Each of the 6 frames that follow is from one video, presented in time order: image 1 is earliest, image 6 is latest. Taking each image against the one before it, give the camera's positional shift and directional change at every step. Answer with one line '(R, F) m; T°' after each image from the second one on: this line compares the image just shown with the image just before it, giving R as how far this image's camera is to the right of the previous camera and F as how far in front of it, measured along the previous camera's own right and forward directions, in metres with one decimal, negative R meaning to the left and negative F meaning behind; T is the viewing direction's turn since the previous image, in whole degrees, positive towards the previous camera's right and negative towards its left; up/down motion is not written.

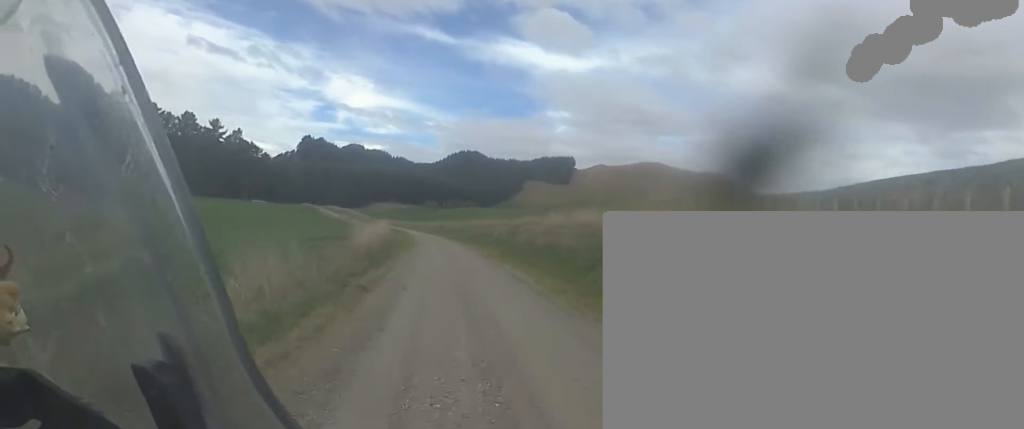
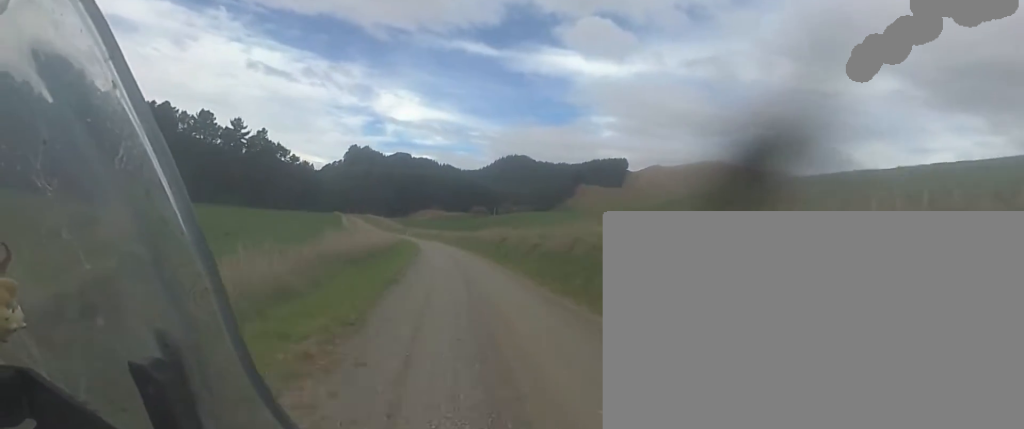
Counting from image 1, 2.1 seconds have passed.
(-2.5, +35.1) m; -5°
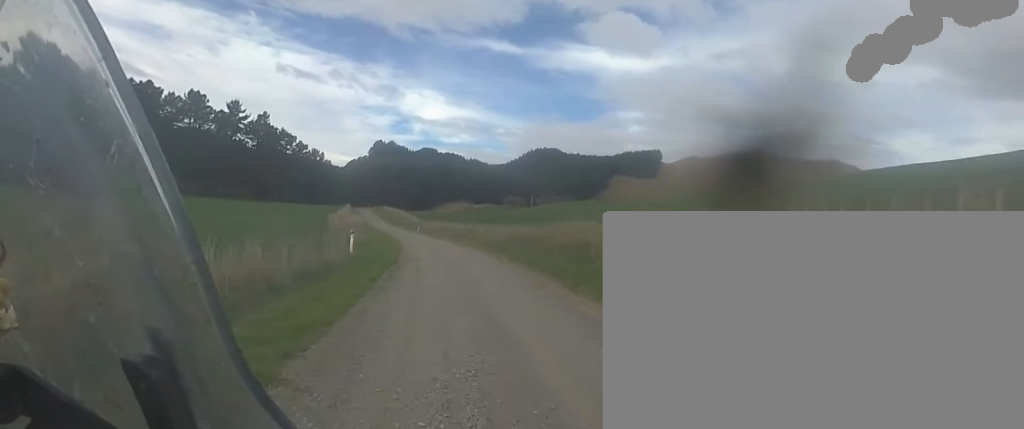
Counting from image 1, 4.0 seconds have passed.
(-0.3, +30.8) m; -6°
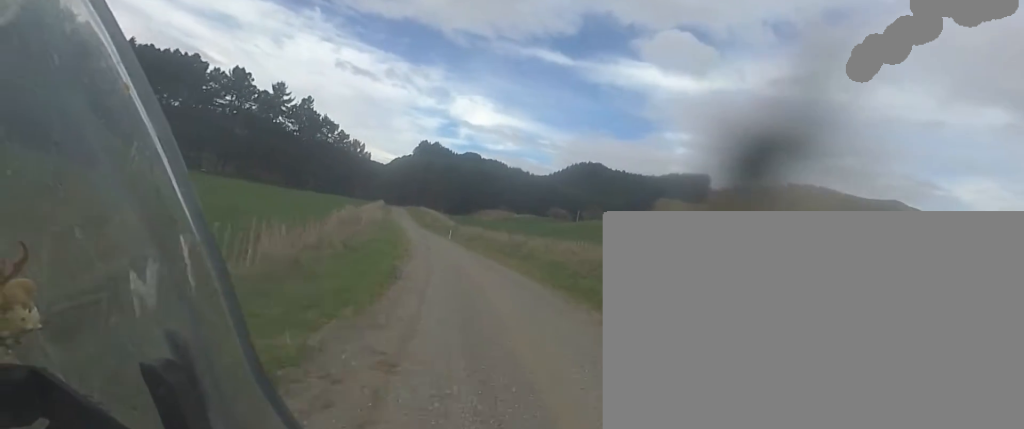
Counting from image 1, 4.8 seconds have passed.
(-1.4, +12.6) m; -2°
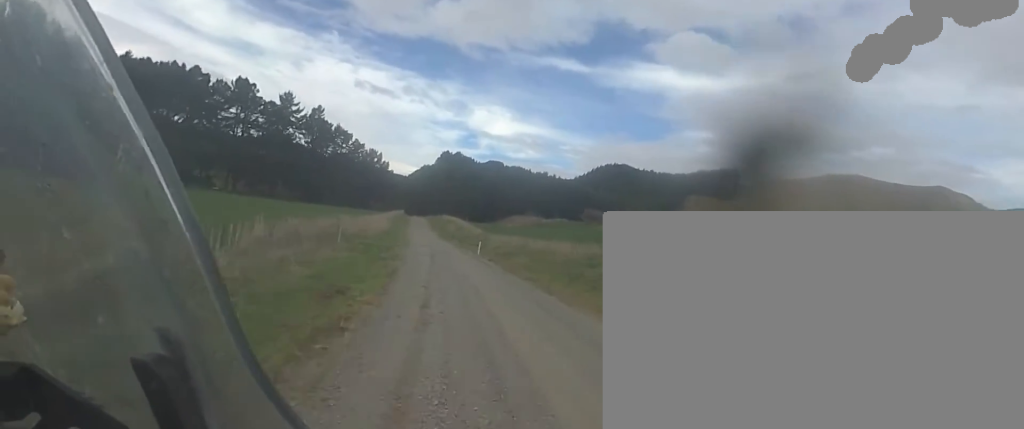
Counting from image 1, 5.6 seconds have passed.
(+0.7, +13.3) m; -4°
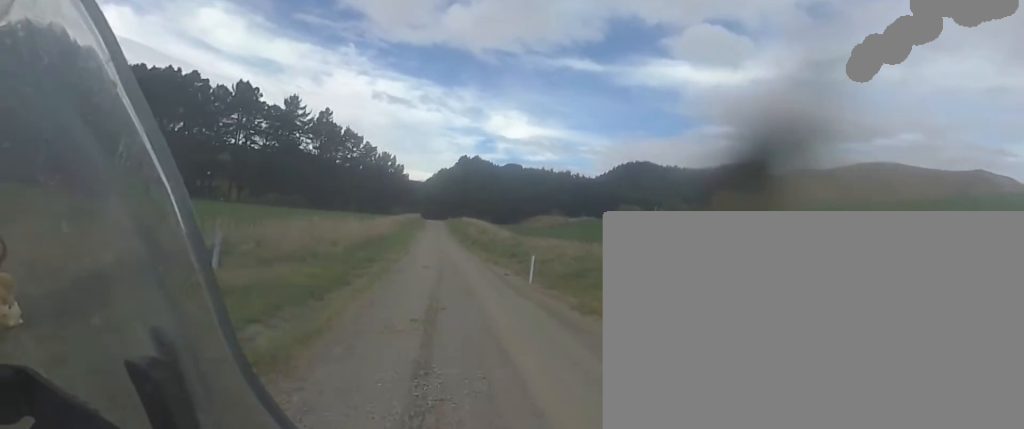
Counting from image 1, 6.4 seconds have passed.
(-1.0, +13.5) m; -3°
